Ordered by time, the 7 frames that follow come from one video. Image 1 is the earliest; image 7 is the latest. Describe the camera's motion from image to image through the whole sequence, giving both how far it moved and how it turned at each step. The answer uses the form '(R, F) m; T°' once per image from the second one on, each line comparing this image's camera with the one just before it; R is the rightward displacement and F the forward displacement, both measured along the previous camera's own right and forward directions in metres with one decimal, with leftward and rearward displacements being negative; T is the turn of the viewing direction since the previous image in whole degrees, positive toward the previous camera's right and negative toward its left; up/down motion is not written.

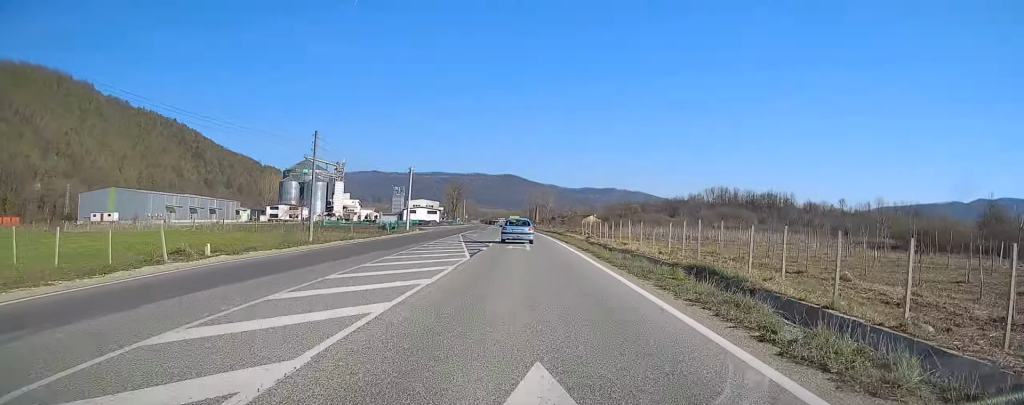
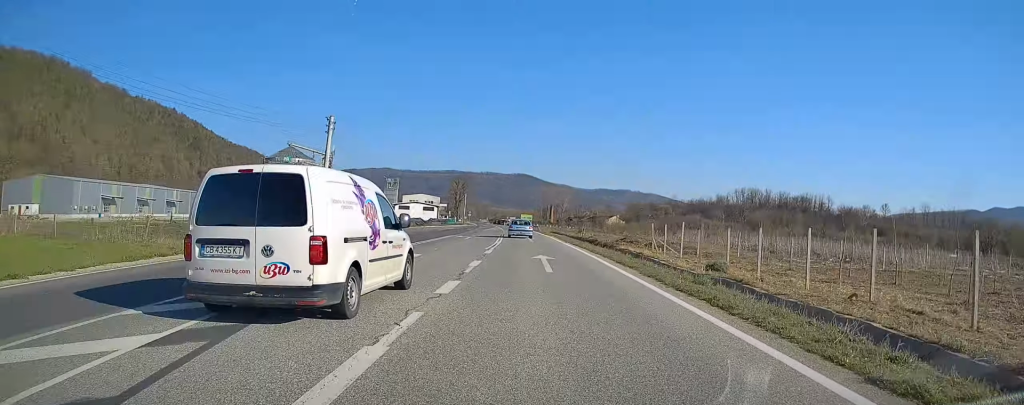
(-0.2, +33.4) m; -1°
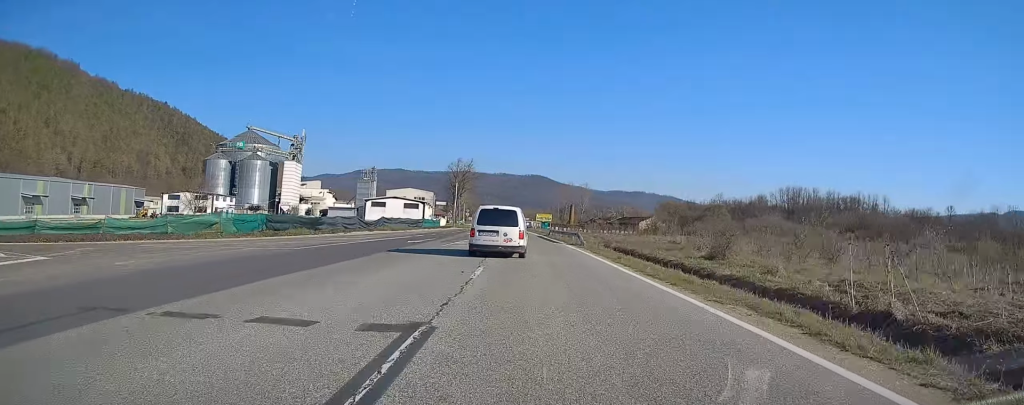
(-0.3, +46.0) m; -2°
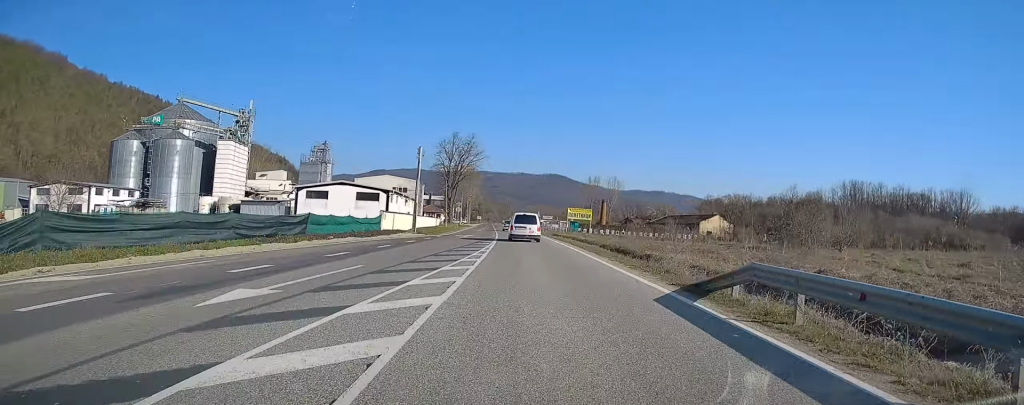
(-0.5, +48.8) m; -1°
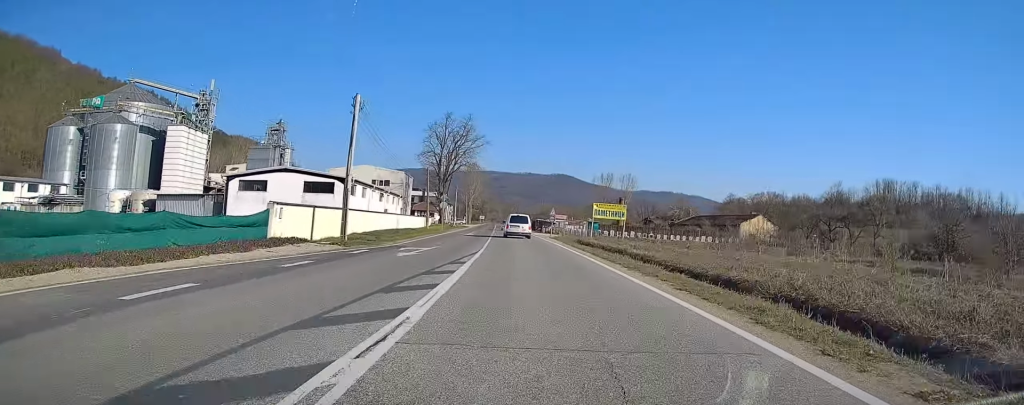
(-0.3, +22.5) m; -1°
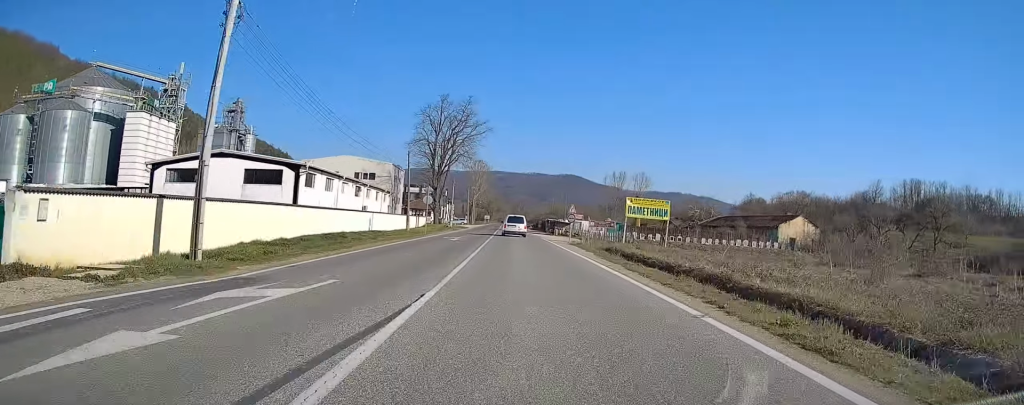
(-0.1, +15.1) m; -1°
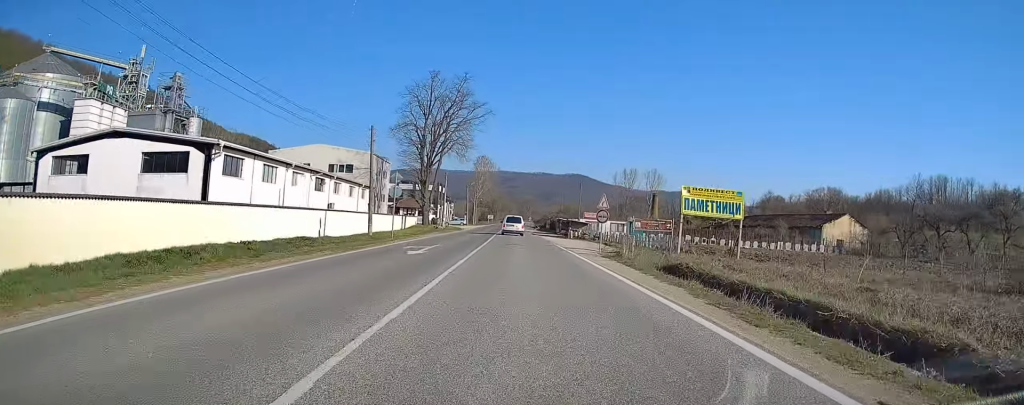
(0.0, +14.2) m; 0°
